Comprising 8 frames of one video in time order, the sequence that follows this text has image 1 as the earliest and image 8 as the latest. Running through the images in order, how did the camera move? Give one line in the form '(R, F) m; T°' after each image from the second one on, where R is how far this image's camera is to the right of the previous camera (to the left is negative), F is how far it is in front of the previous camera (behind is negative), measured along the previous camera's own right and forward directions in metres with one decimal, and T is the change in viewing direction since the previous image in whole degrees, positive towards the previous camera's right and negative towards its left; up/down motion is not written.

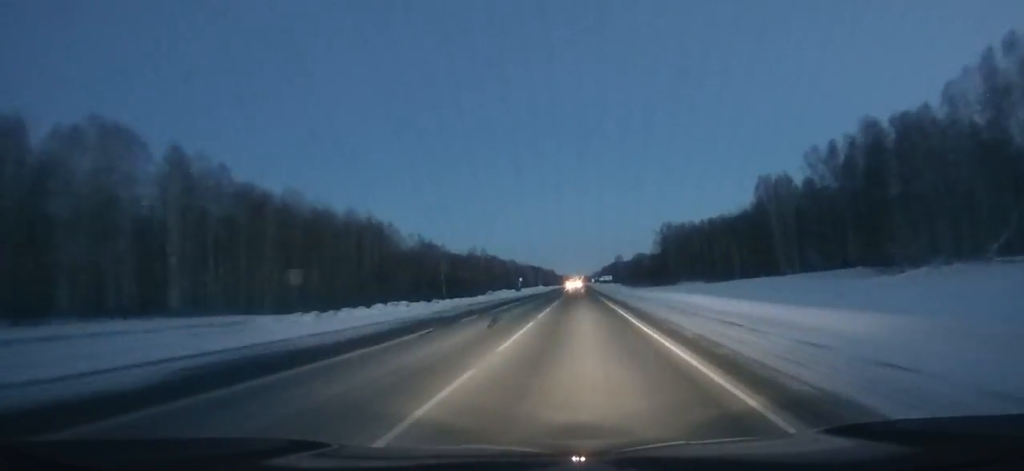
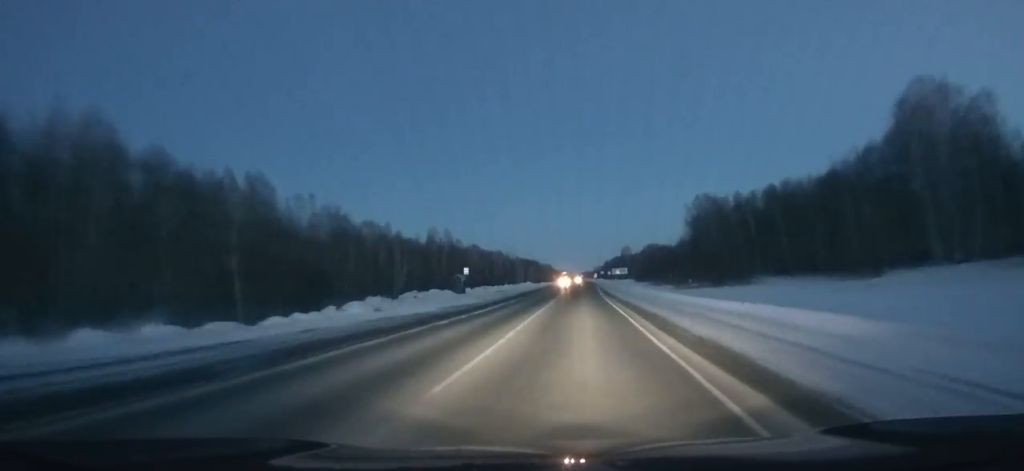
(0.0, +78.5) m; 0°
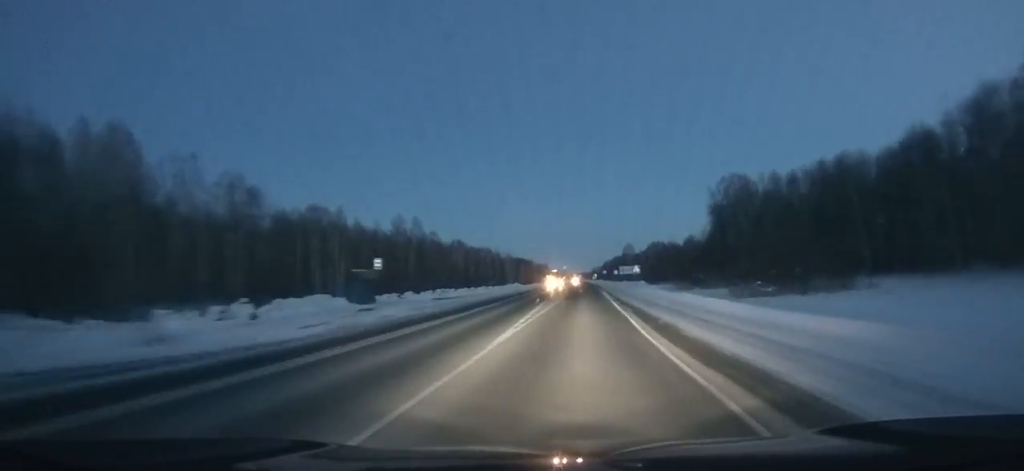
(-0.1, +37.6) m; 0°
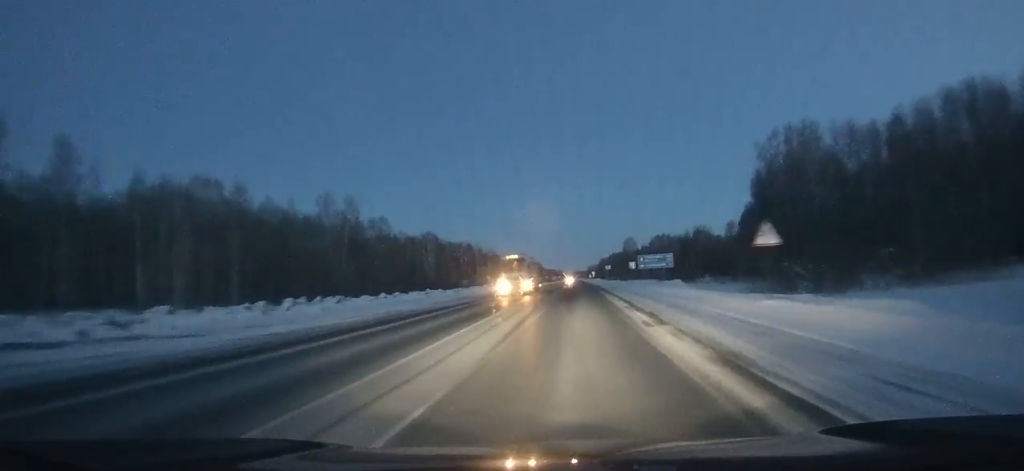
(+0.2, +45.8) m; 0°
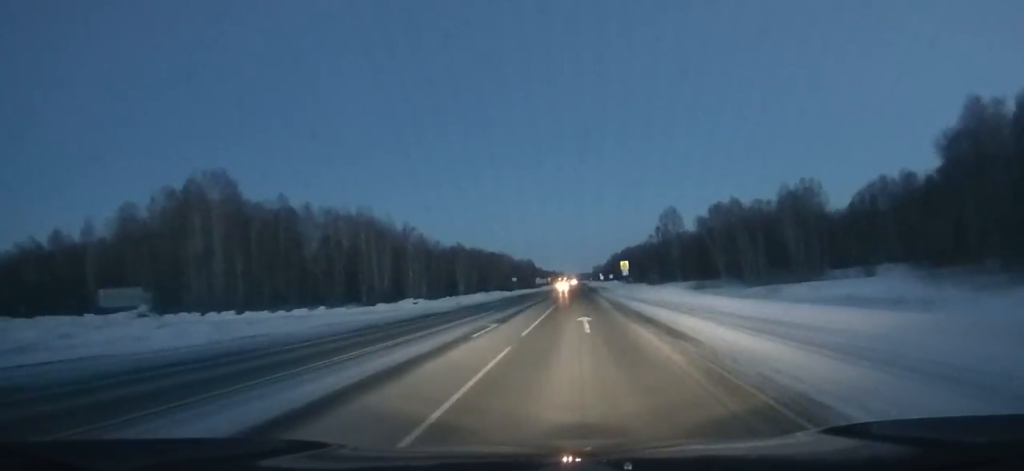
(+0.4, +149.9) m; 0°
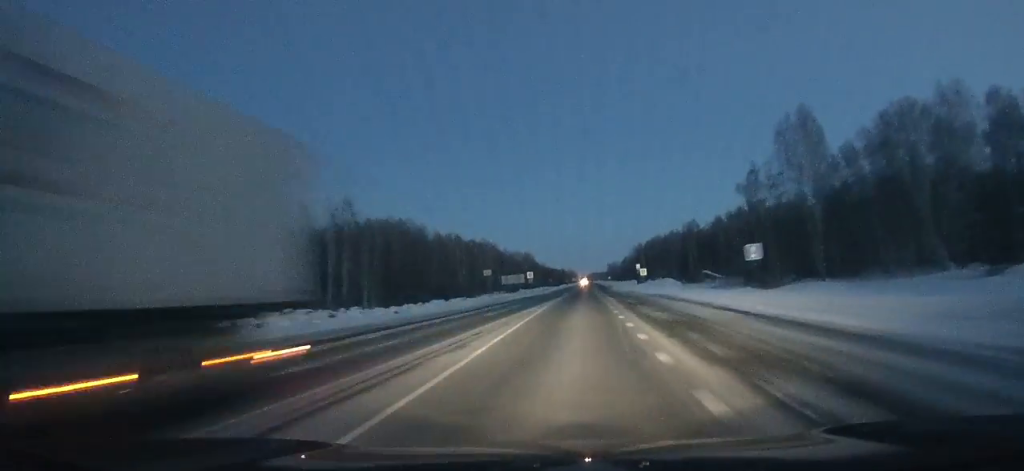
(-0.5, +110.9) m; -1°
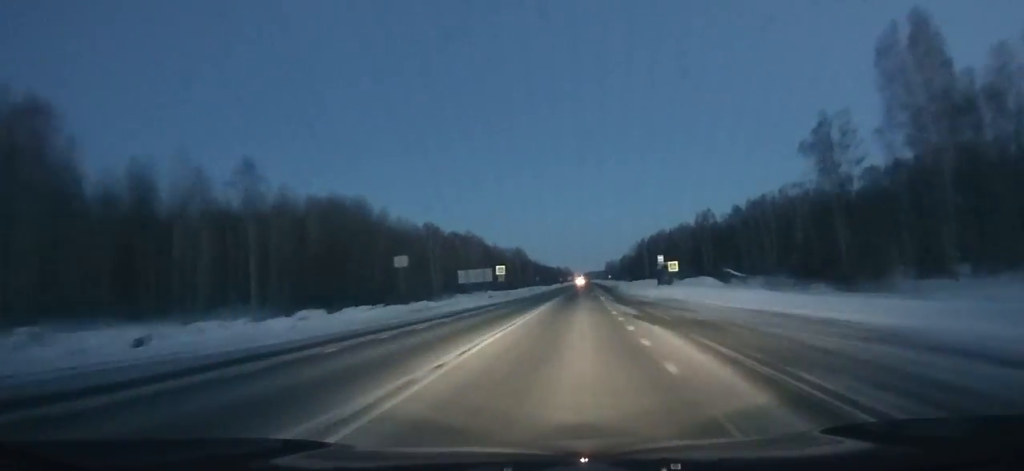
(+0.1, +33.2) m; 0°
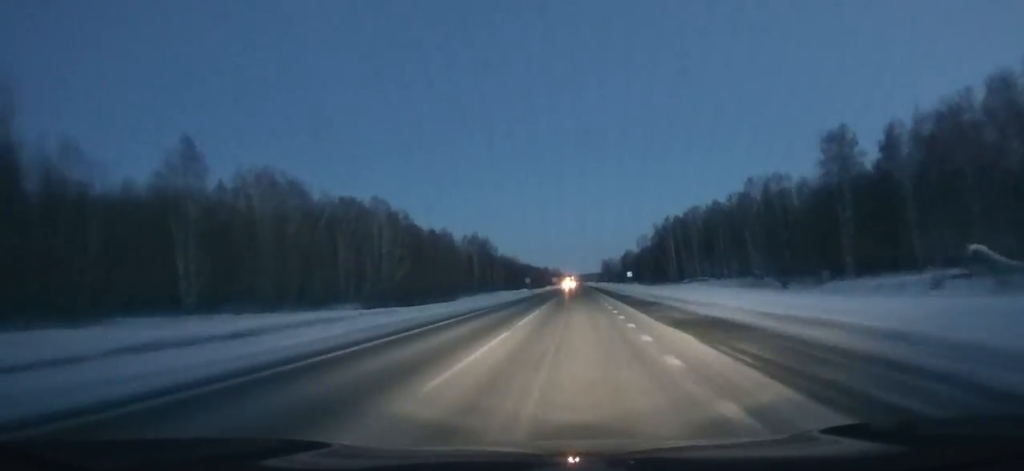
(-0.1, +112.5) m; 0°
